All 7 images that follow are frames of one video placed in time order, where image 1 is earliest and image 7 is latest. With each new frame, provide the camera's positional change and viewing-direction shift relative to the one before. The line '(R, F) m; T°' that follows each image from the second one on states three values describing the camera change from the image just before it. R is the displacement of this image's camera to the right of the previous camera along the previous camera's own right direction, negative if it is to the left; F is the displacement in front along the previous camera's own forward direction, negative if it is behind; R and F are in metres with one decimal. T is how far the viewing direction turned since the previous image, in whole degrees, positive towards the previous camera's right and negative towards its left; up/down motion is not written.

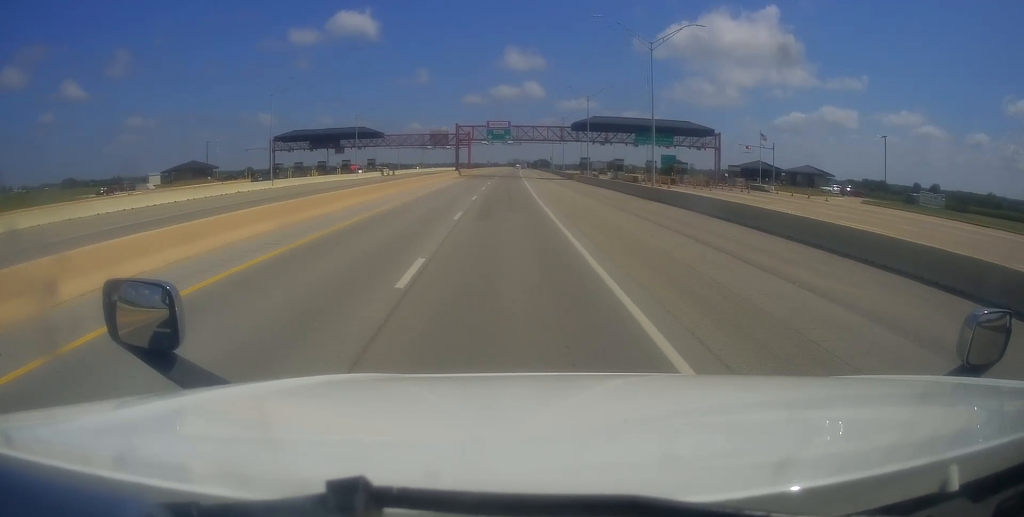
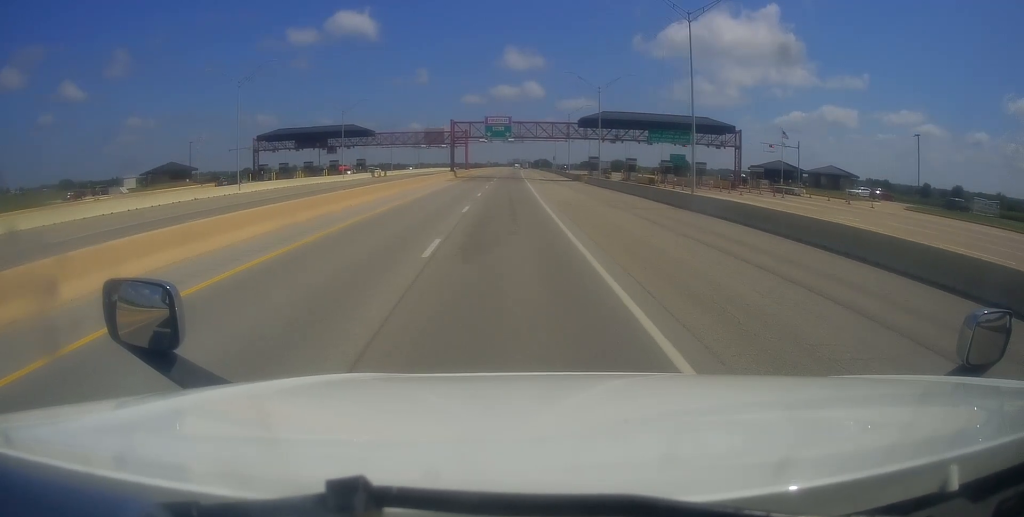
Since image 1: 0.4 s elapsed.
(0.0, +8.9) m; 0°
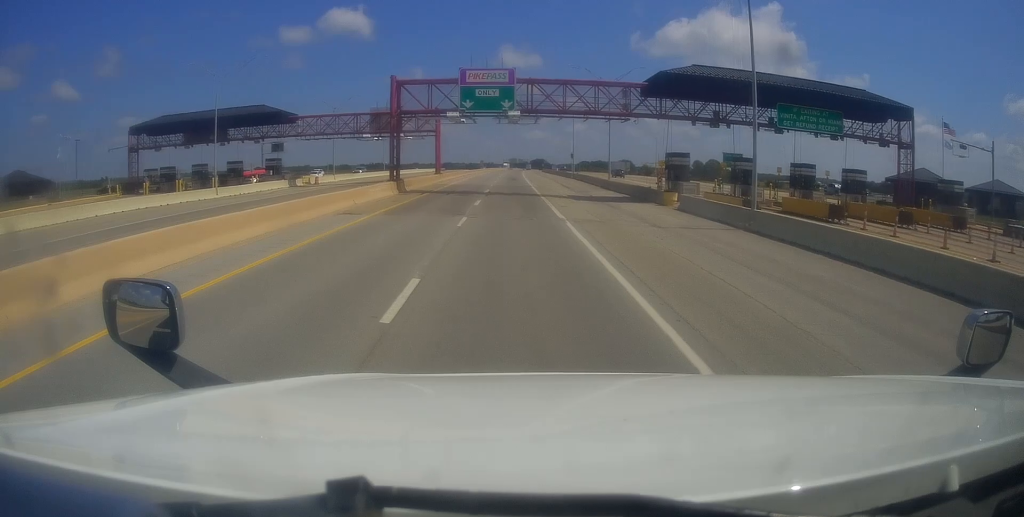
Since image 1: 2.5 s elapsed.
(+1.3, +42.1) m; +3°
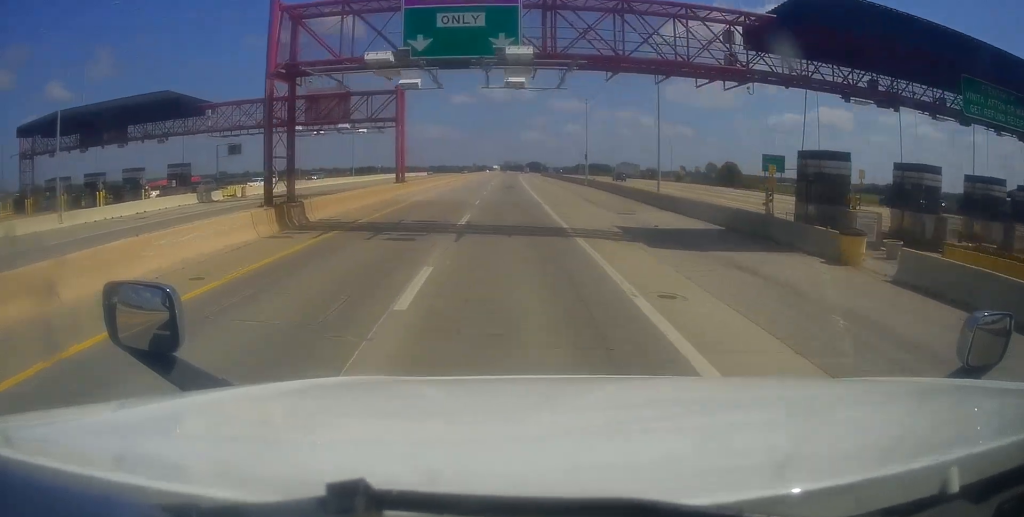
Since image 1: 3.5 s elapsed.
(-0.3, +20.9) m; -2°
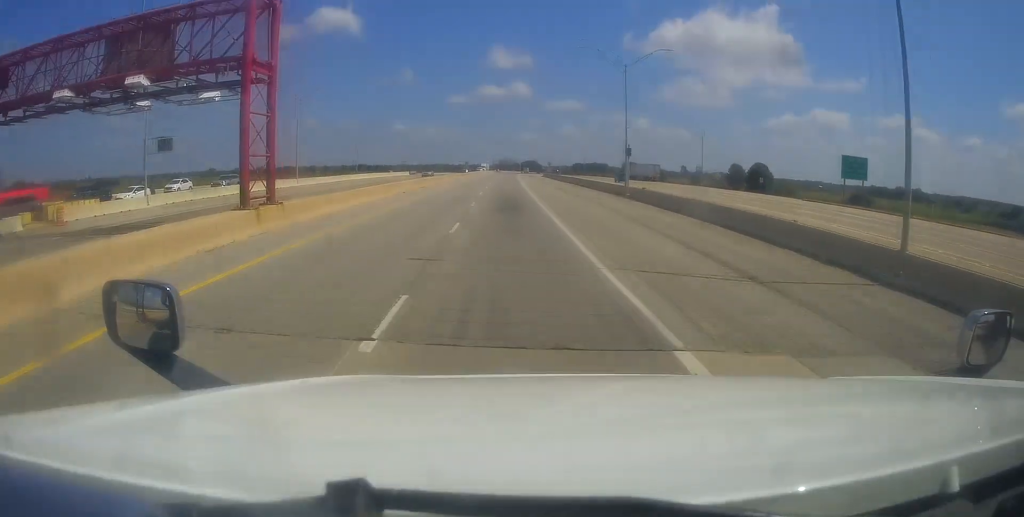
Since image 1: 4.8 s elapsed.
(-0.3, +26.1) m; +1°
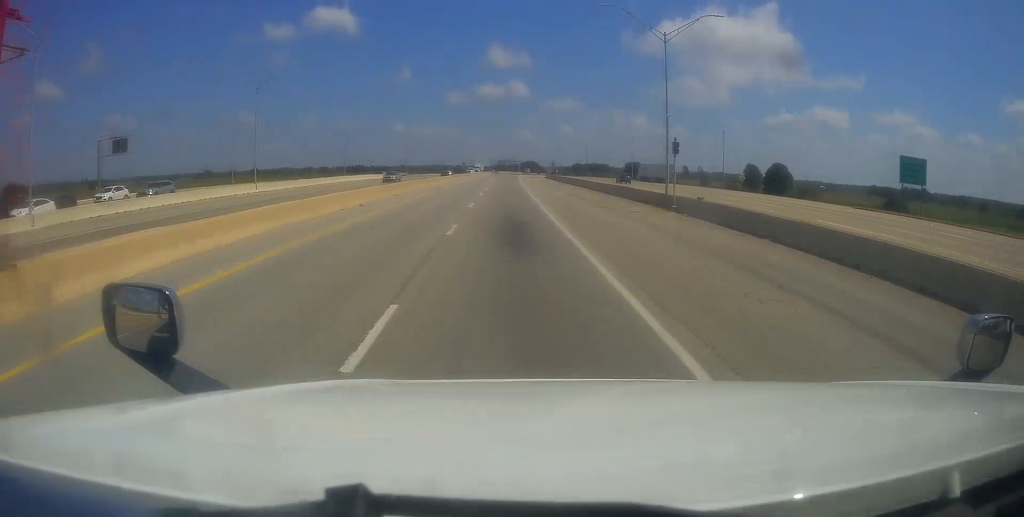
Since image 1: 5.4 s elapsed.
(+0.2, +12.9) m; +1°
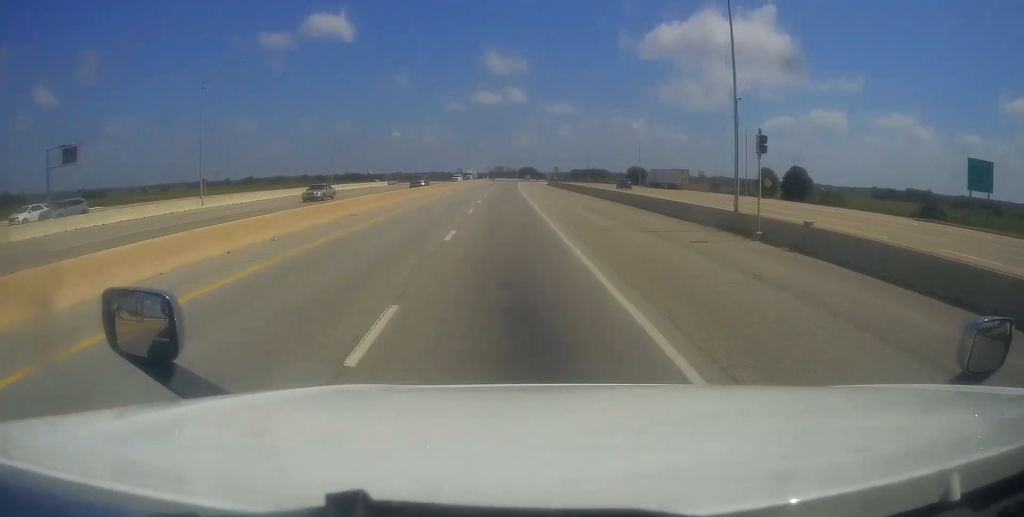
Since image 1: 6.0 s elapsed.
(+0.1, +11.9) m; +1°
